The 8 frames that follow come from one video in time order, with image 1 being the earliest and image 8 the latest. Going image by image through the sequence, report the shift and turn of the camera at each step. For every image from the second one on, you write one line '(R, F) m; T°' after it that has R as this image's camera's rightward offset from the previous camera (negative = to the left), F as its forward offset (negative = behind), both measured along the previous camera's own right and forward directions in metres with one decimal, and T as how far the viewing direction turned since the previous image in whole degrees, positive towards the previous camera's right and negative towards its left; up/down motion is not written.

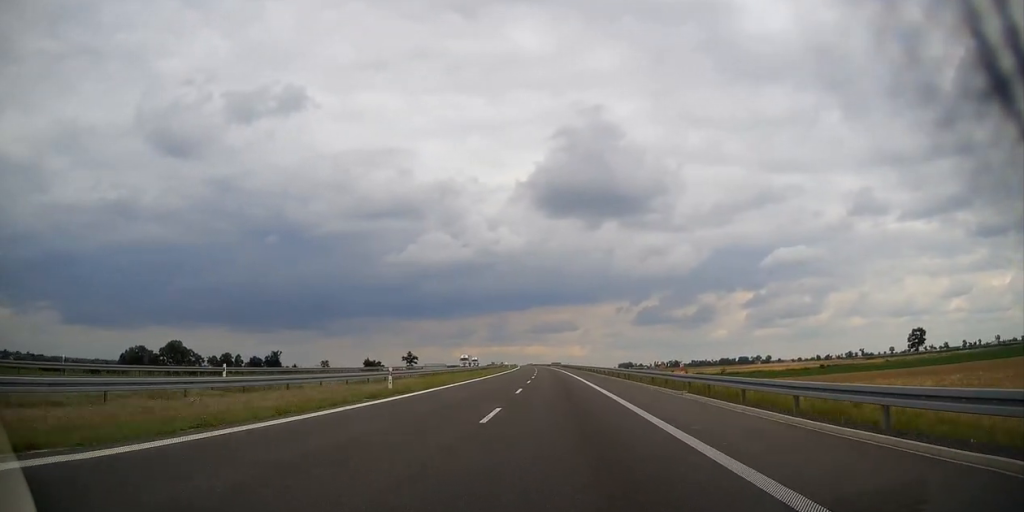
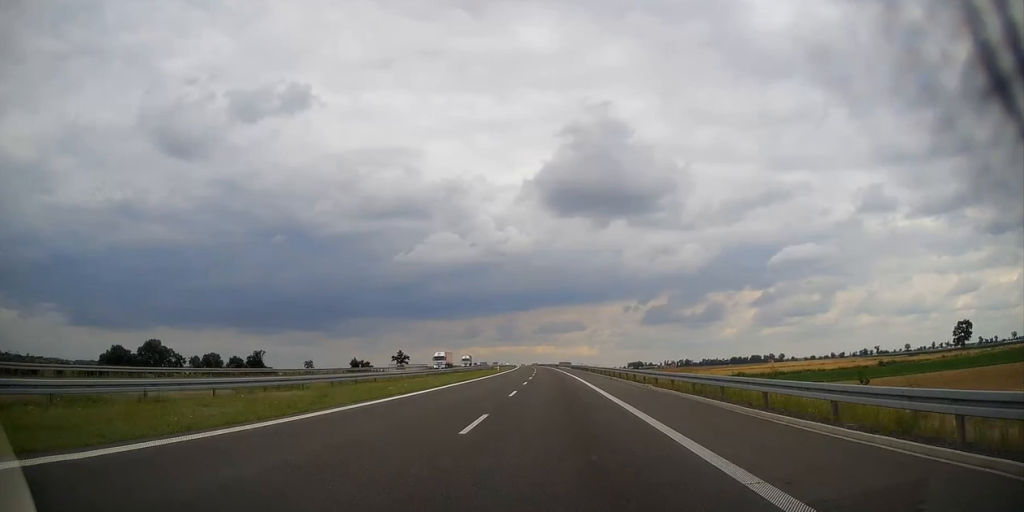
(-0.1, +38.3) m; -1°
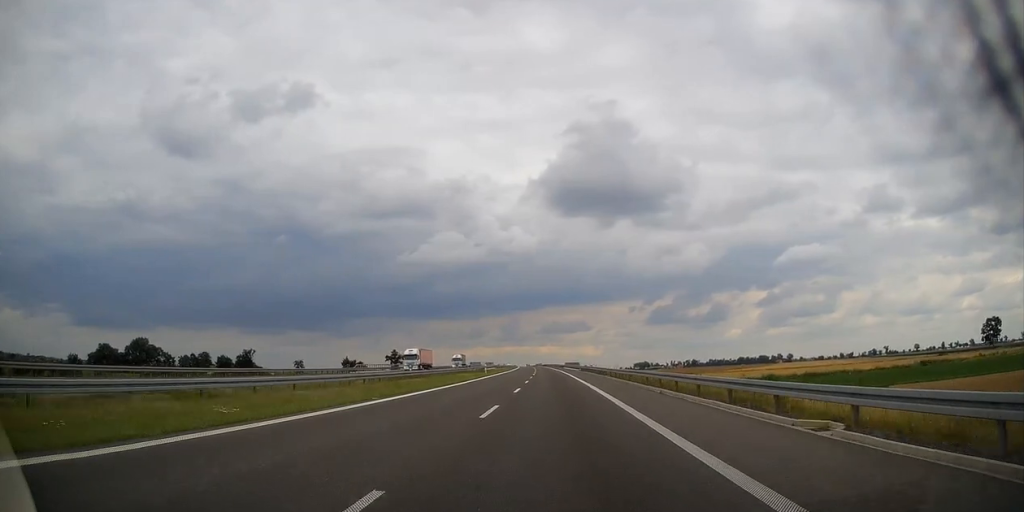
(0.0, +21.0) m; 0°
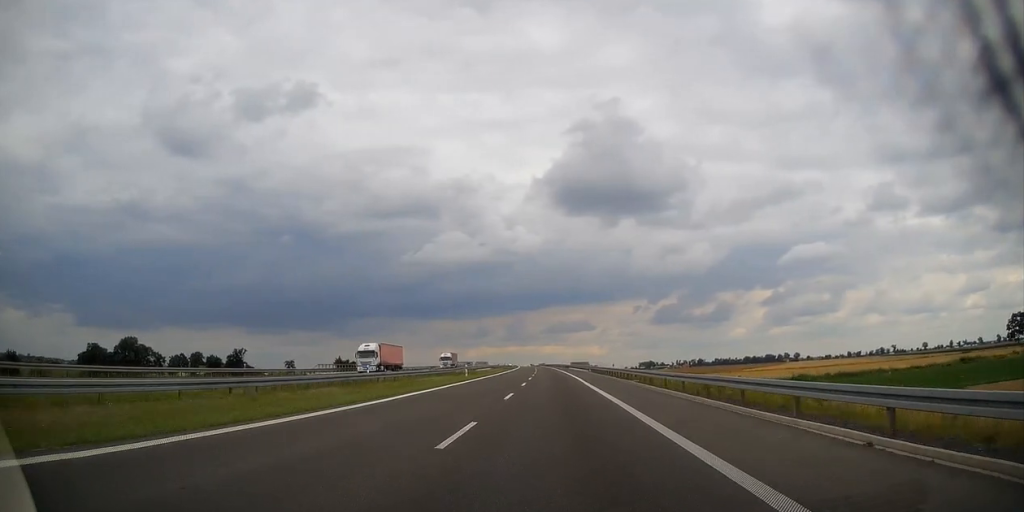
(-0.2, +17.2) m; 0°
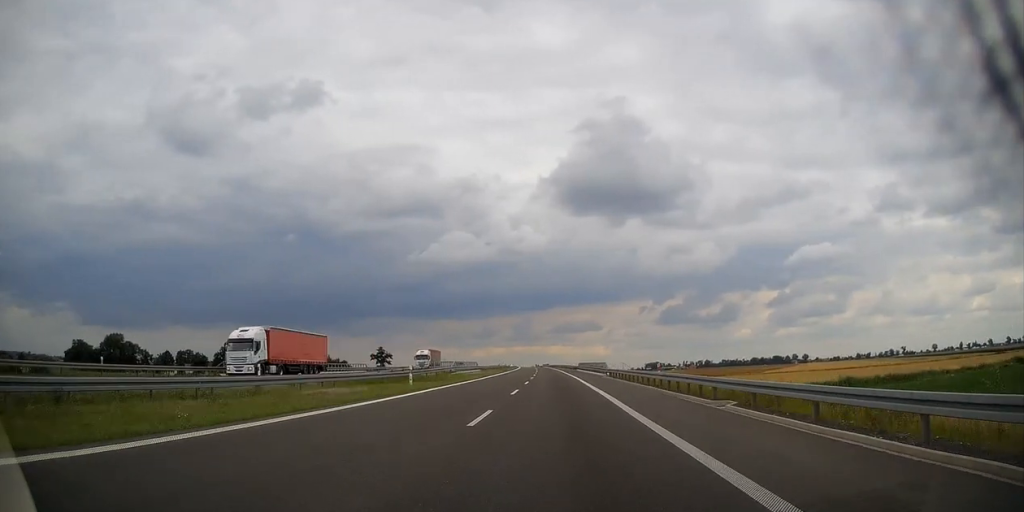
(-0.1, +20.9) m; 0°
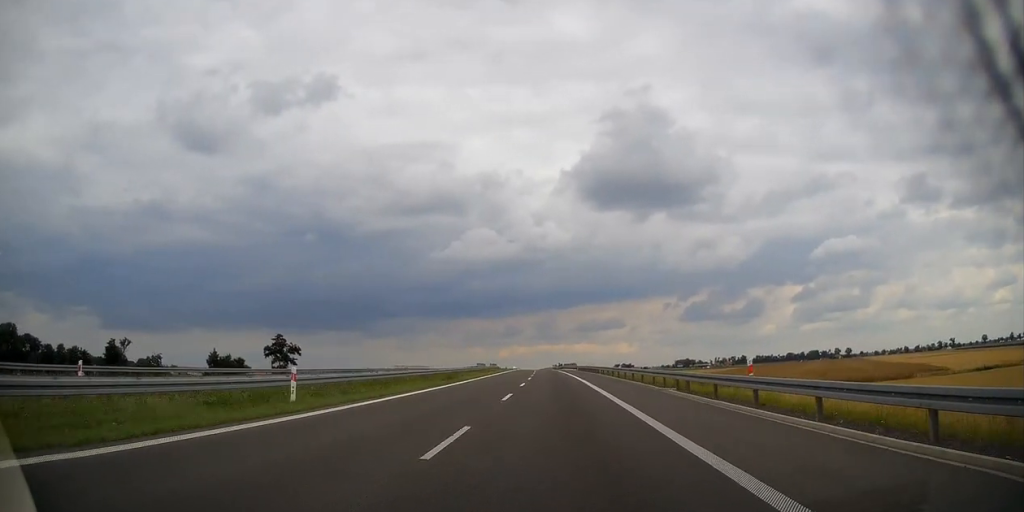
(-2.3, +113.2) m; -2°
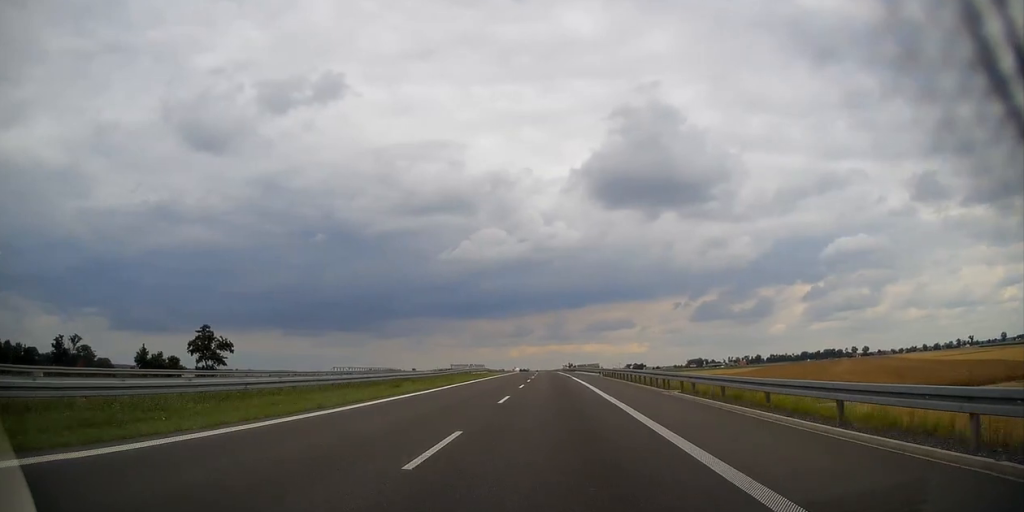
(-0.4, +37.0) m; -1°
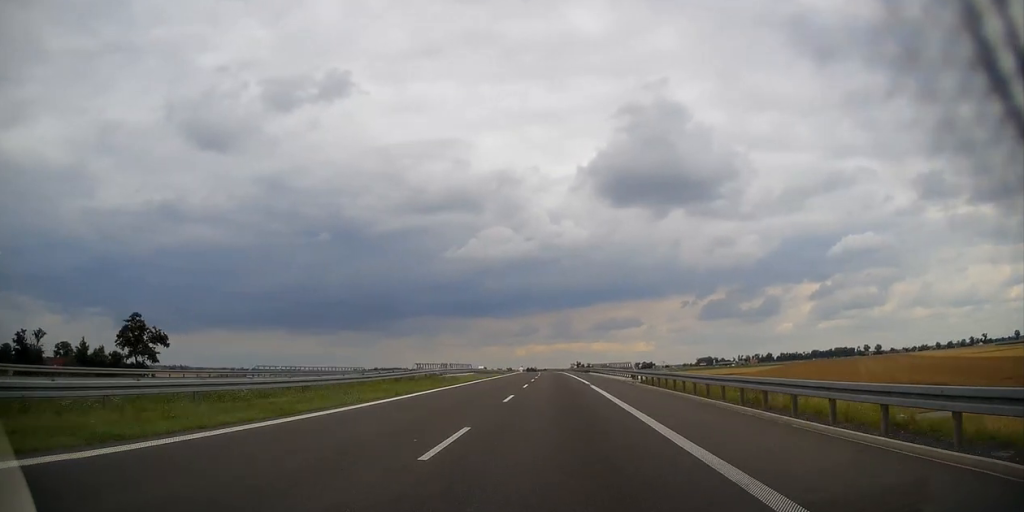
(+0.1, +23.5) m; 0°
